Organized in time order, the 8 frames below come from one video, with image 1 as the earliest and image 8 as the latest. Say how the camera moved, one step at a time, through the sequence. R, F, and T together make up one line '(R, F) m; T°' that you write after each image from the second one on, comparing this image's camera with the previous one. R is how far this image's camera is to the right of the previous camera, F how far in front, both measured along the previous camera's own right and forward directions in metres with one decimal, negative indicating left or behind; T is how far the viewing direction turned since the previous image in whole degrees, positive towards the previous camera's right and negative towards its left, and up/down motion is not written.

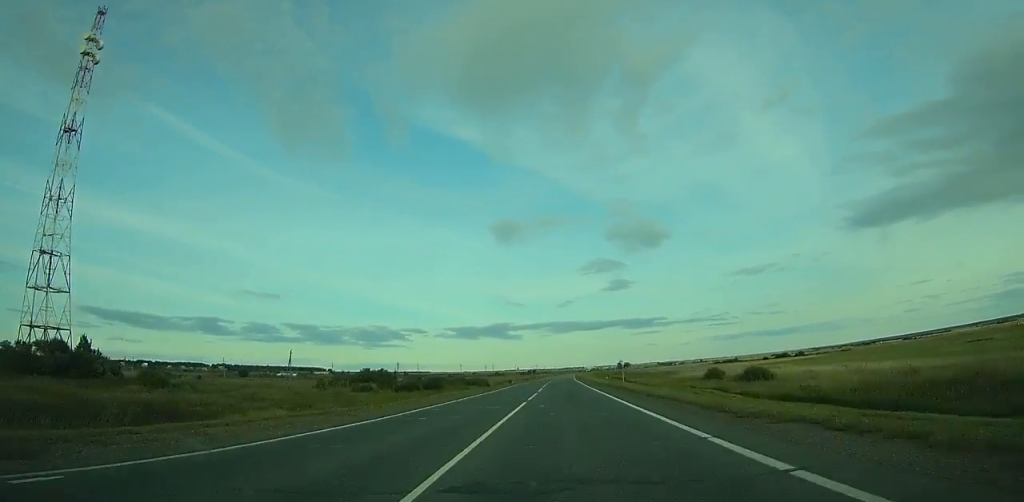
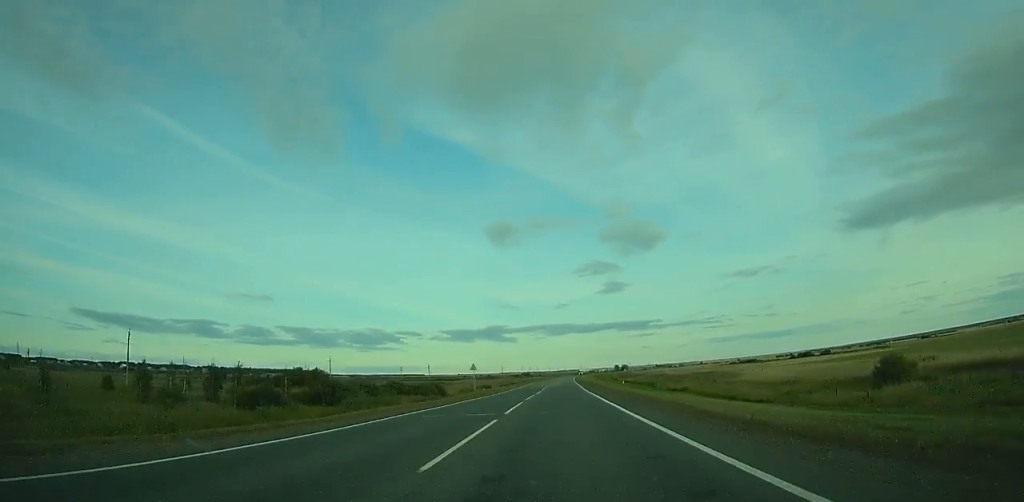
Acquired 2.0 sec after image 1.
(+0.7, +59.5) m; +1°
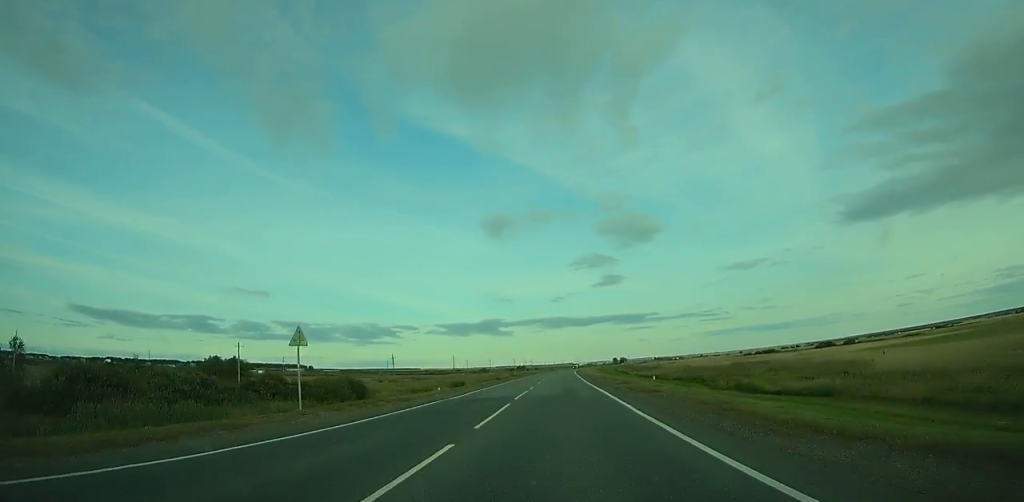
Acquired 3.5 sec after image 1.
(+0.2, +45.0) m; 0°
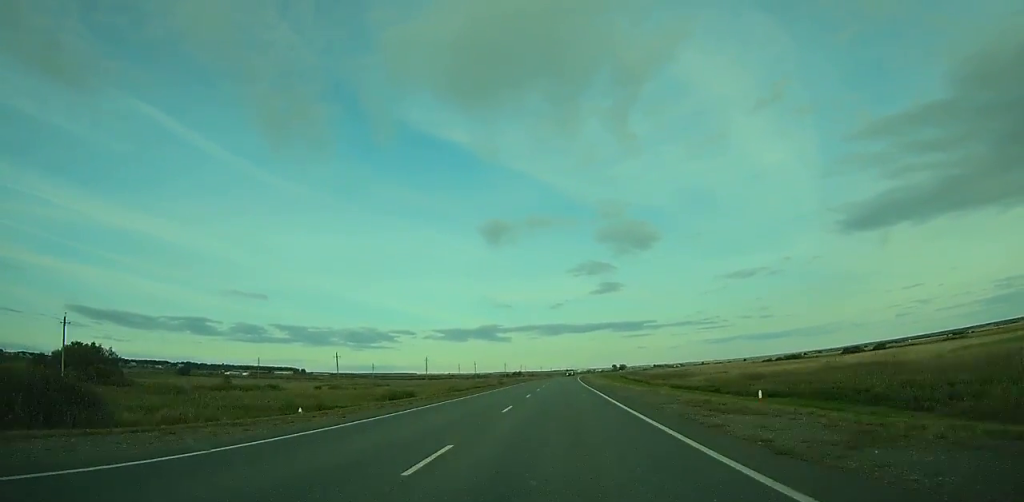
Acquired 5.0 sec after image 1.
(+0.3, +44.6) m; +1°
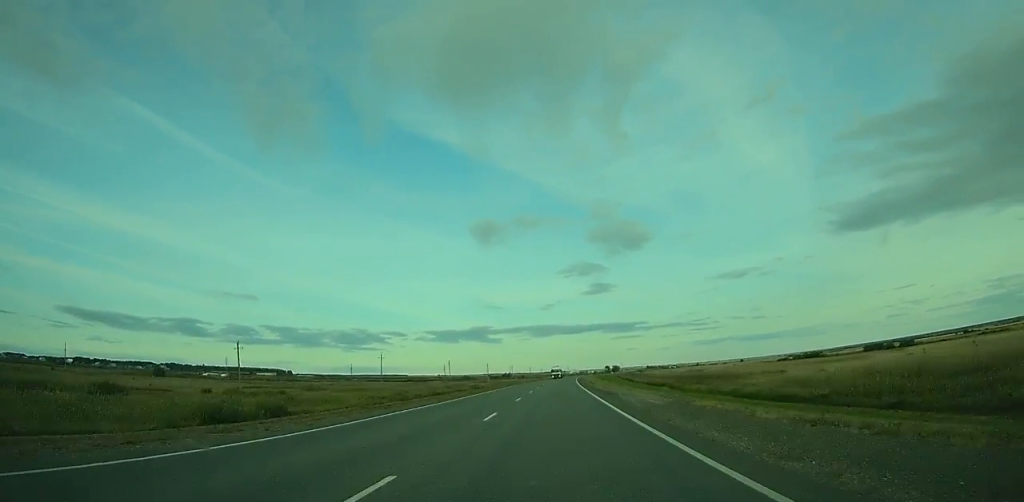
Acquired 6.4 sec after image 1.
(0.0, +41.5) m; +1°
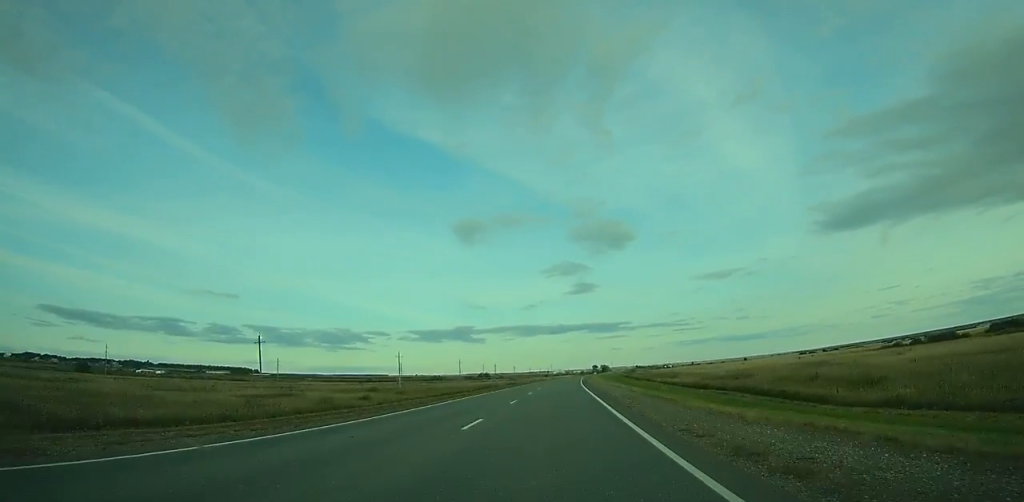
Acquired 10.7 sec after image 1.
(+2.0, +125.6) m; +2°
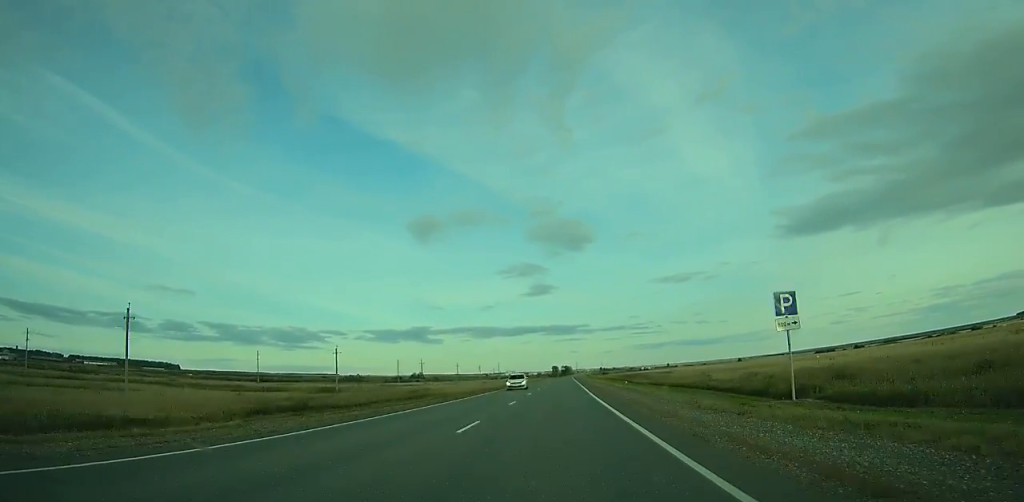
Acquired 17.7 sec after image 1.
(+6.9, +204.3) m; +4°
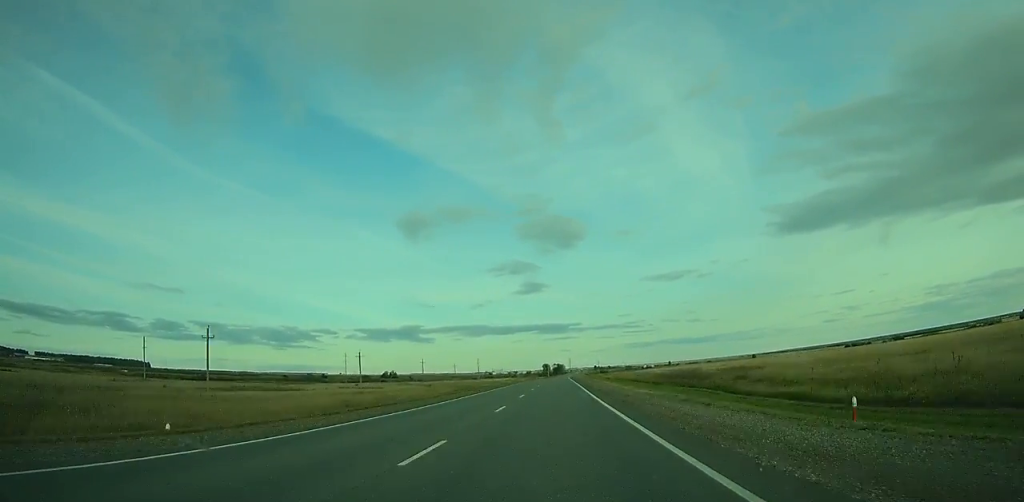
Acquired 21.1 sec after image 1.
(+1.1, +99.8) m; +1°
